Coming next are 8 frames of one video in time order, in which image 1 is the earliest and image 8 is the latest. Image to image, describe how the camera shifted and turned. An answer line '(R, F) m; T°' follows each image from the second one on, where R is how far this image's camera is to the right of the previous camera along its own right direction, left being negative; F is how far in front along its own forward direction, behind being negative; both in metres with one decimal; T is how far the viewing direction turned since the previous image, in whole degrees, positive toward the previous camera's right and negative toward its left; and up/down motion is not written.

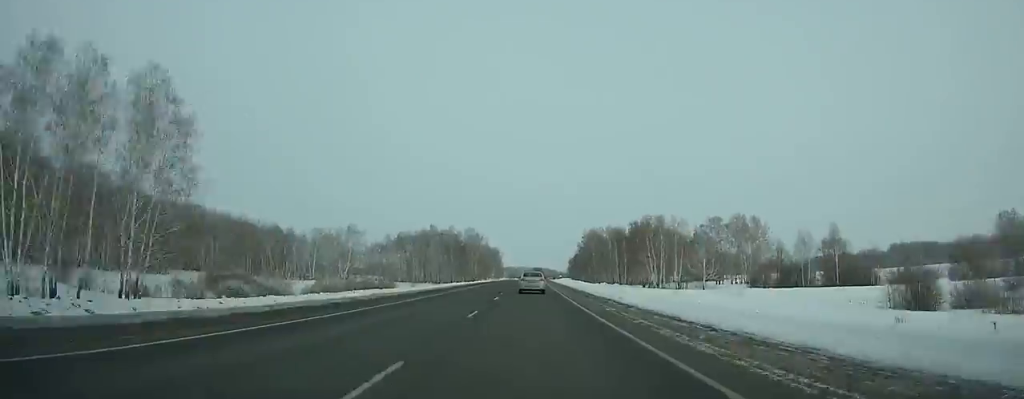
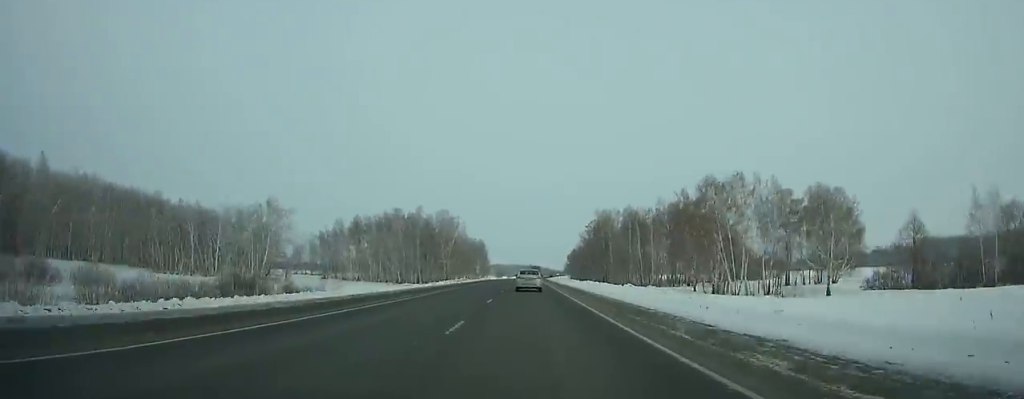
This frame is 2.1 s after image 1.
(+0.3, +53.1) m; +1°
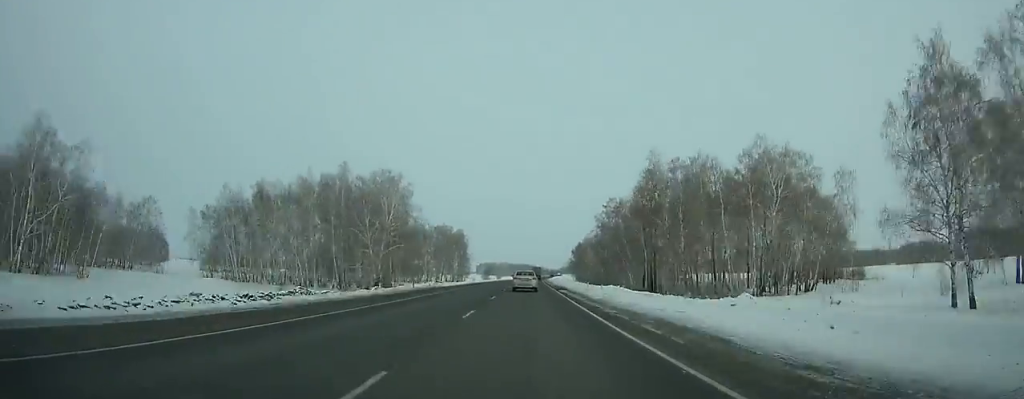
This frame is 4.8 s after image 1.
(+0.4, +67.8) m; +1°
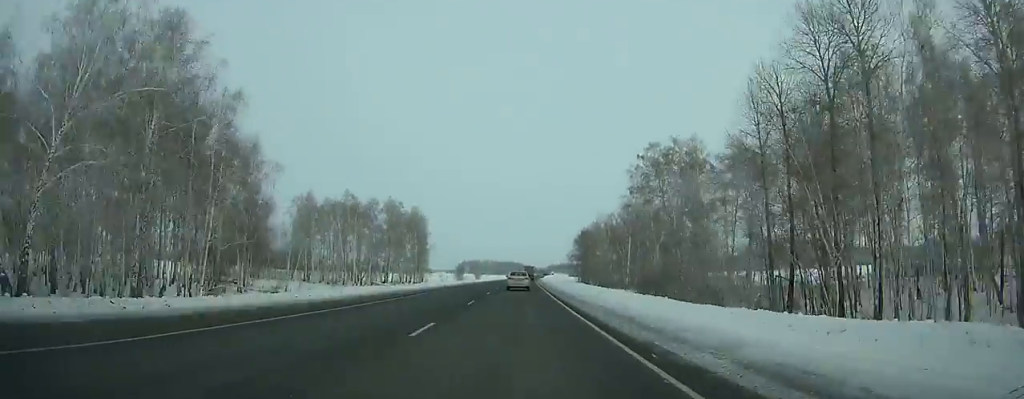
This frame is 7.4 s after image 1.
(+0.6, +65.3) m; +1°
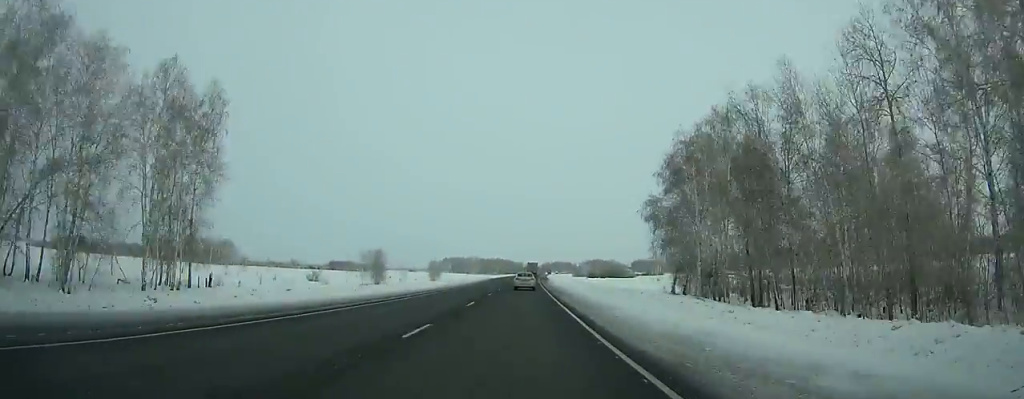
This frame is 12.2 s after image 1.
(+1.2, +122.5) m; +1°
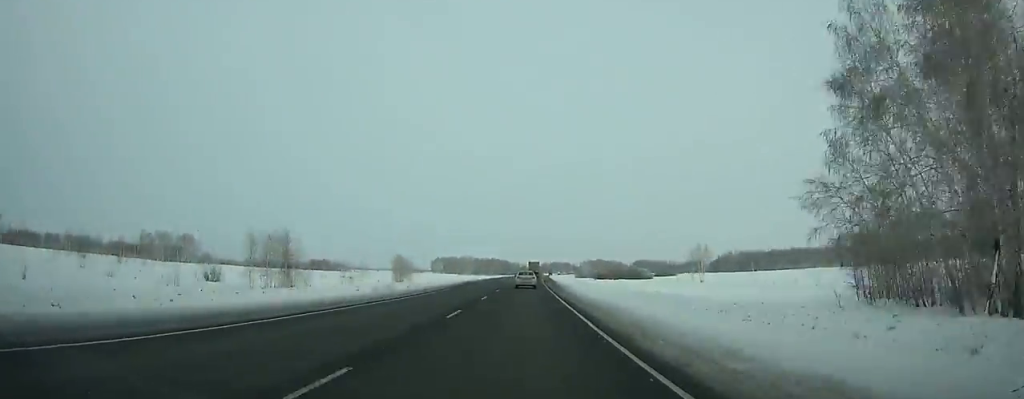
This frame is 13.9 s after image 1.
(+0.1, +44.3) m; 0°
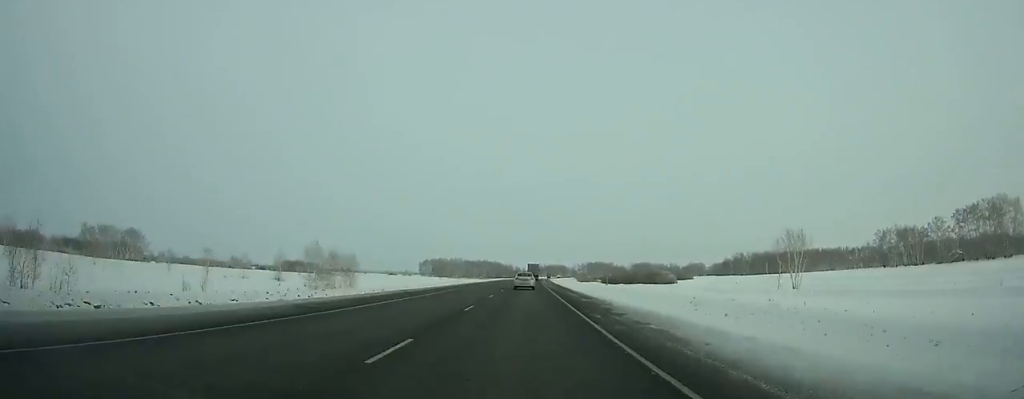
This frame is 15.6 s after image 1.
(+0.3, +44.9) m; 0°
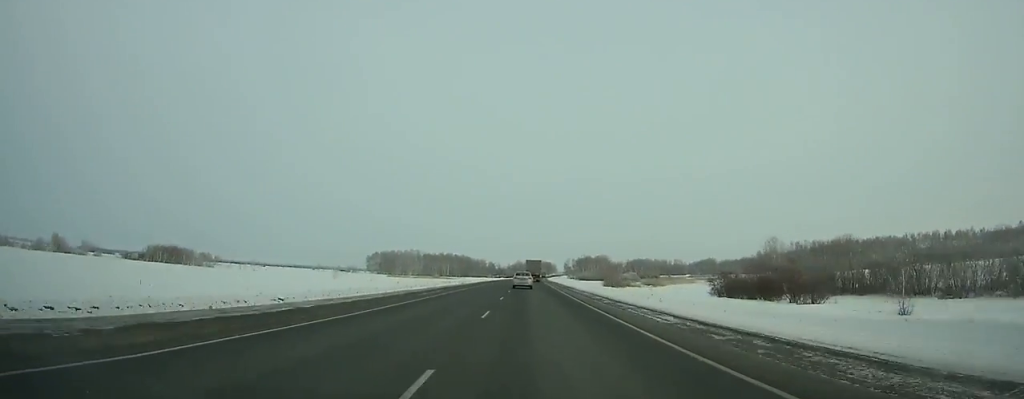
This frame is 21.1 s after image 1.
(+2.4, +150.3) m; +2°
